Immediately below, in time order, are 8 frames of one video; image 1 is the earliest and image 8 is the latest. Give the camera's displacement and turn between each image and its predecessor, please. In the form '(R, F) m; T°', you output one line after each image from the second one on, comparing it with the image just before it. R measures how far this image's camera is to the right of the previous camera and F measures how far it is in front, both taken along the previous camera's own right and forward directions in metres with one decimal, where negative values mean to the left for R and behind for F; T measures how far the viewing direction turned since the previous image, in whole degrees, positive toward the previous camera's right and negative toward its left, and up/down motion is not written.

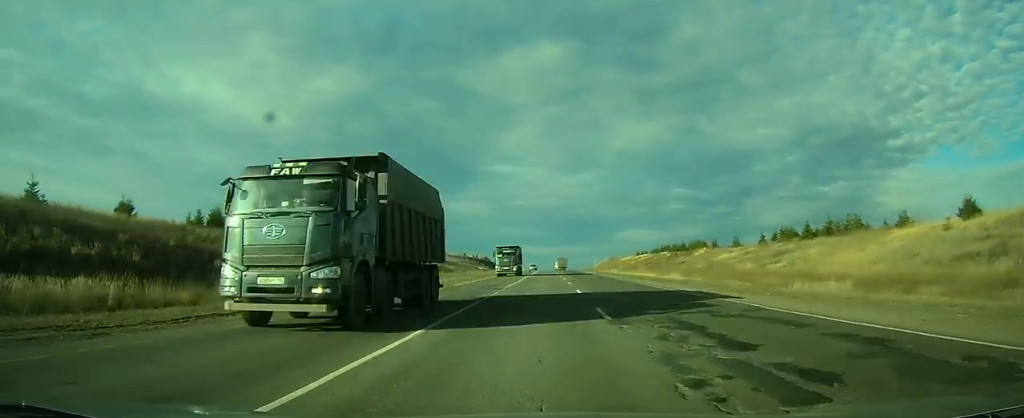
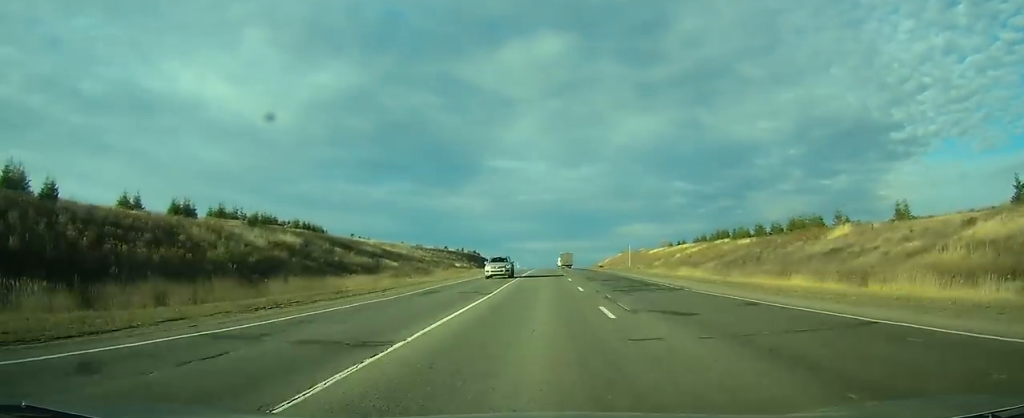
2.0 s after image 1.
(+0.1, +60.2) m; 0°
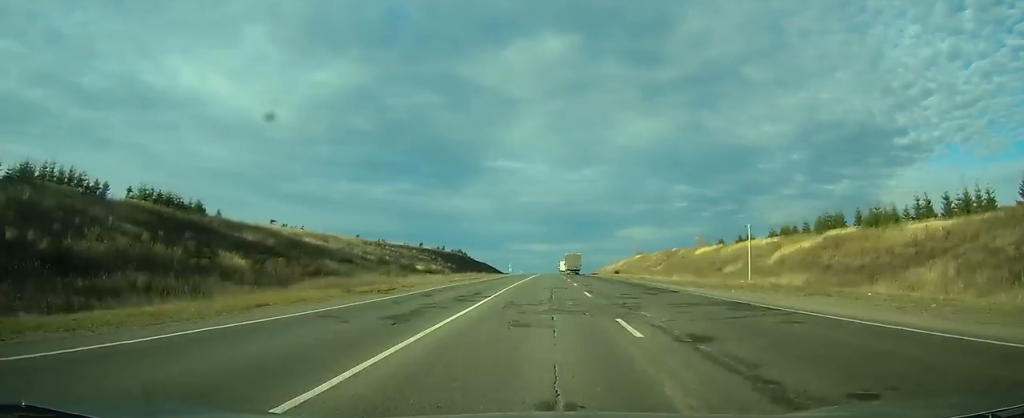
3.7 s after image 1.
(-0.1, +50.8) m; 0°
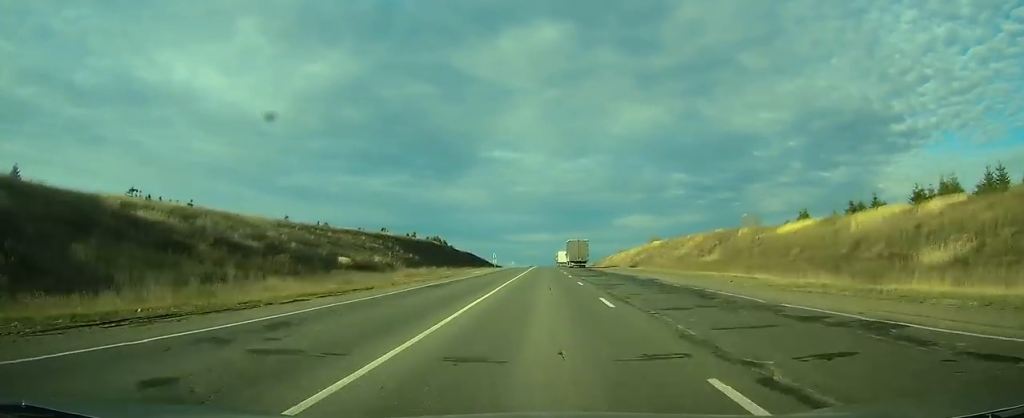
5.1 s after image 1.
(-0.1, +42.8) m; 0°
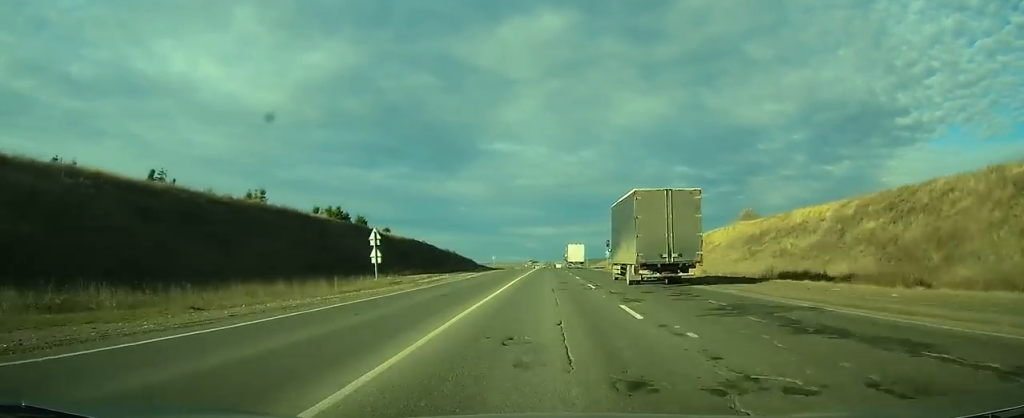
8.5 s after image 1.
(+0.1, +101.8) m; 0°
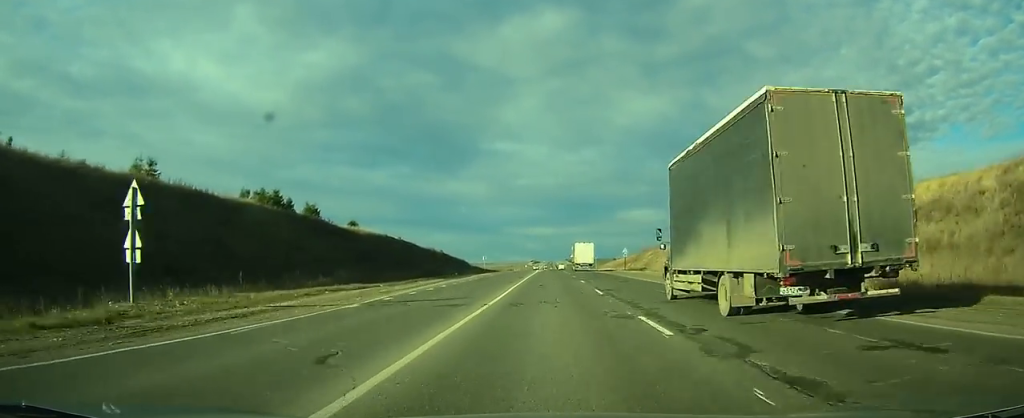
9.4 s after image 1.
(0.0, +26.4) m; 0°
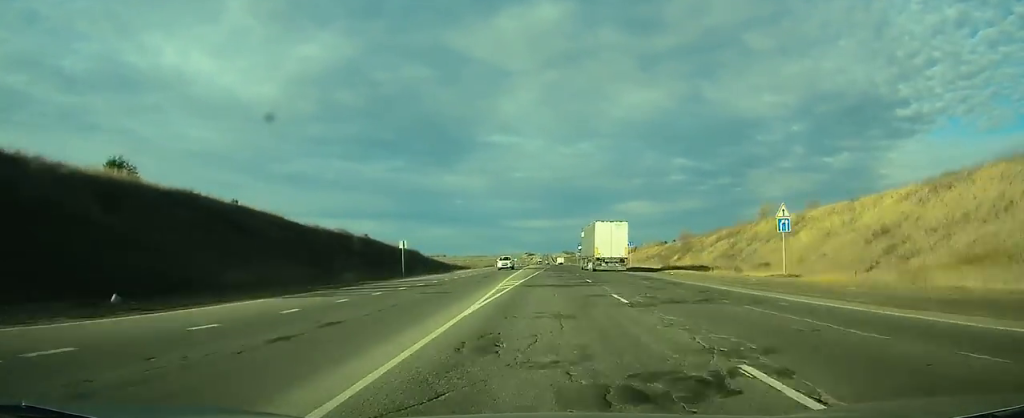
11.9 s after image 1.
(-0.2, +67.1) m; 0°
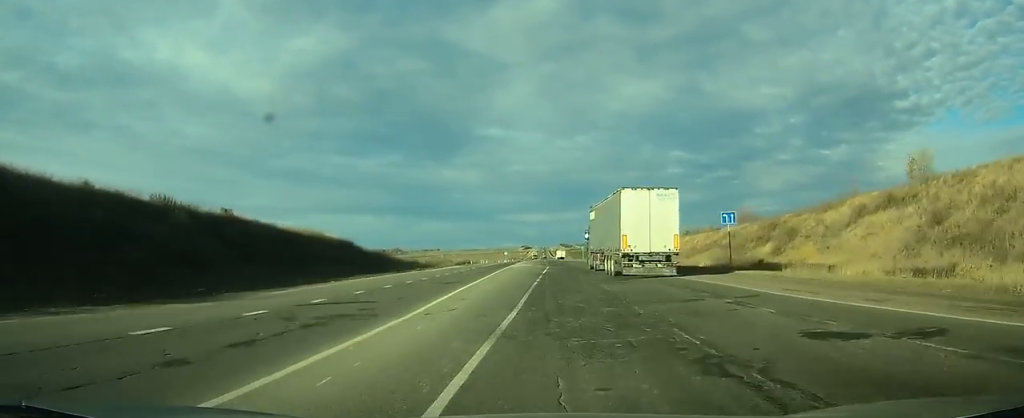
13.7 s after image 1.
(+0.1, +45.9) m; 0°
